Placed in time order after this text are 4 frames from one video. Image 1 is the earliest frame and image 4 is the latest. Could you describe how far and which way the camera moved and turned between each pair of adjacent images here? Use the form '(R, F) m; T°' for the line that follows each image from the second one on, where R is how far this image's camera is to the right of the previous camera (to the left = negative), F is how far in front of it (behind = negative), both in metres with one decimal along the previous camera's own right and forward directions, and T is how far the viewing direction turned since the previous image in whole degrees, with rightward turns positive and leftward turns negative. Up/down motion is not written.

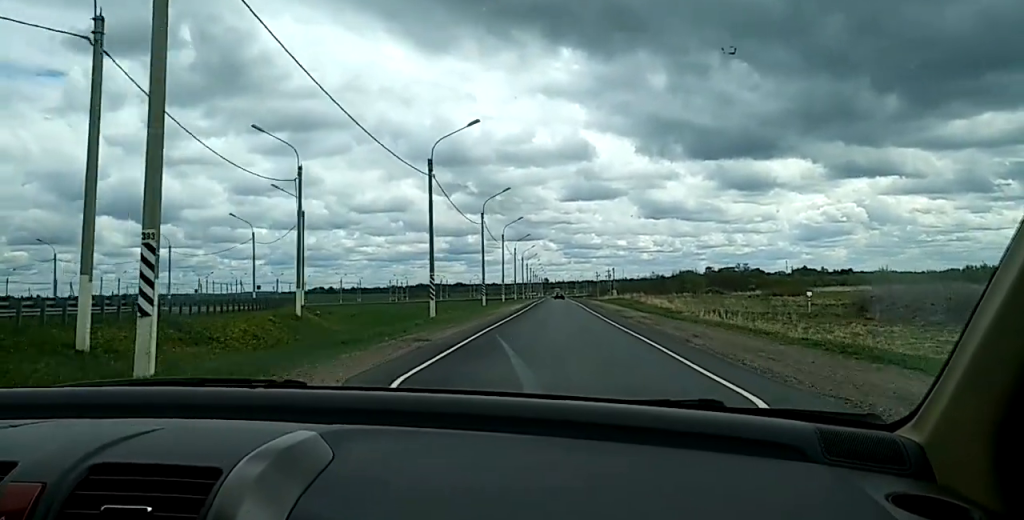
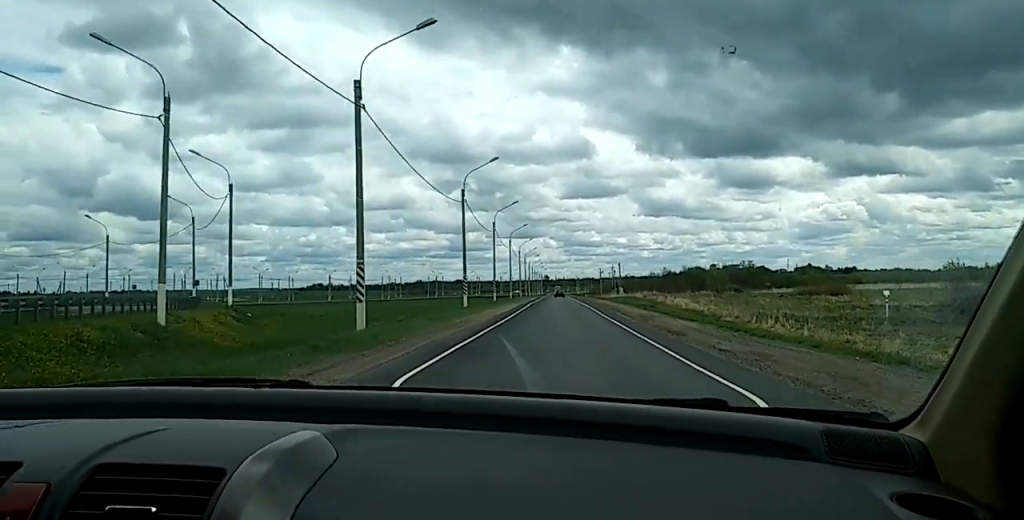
(0.0, +15.7) m; 0°
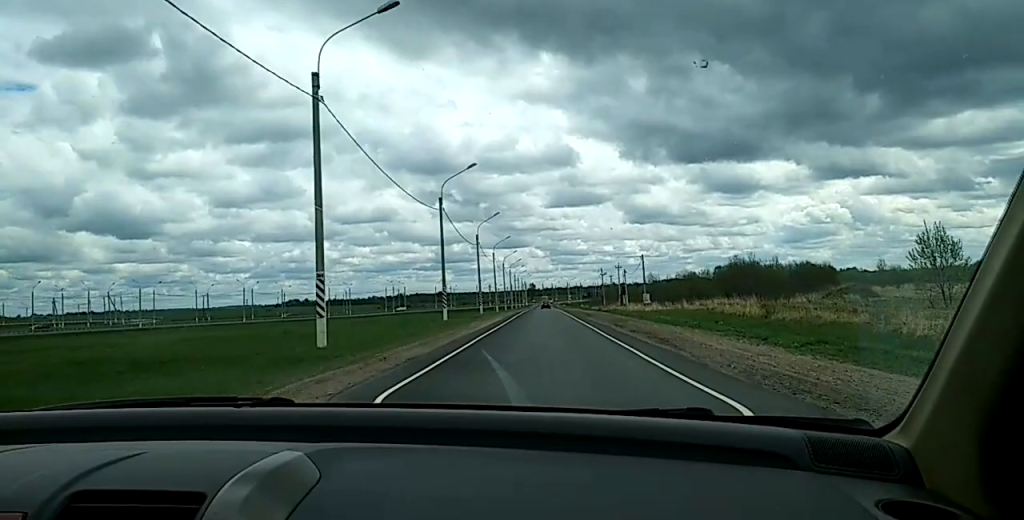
(-1.1, +61.6) m; -1°
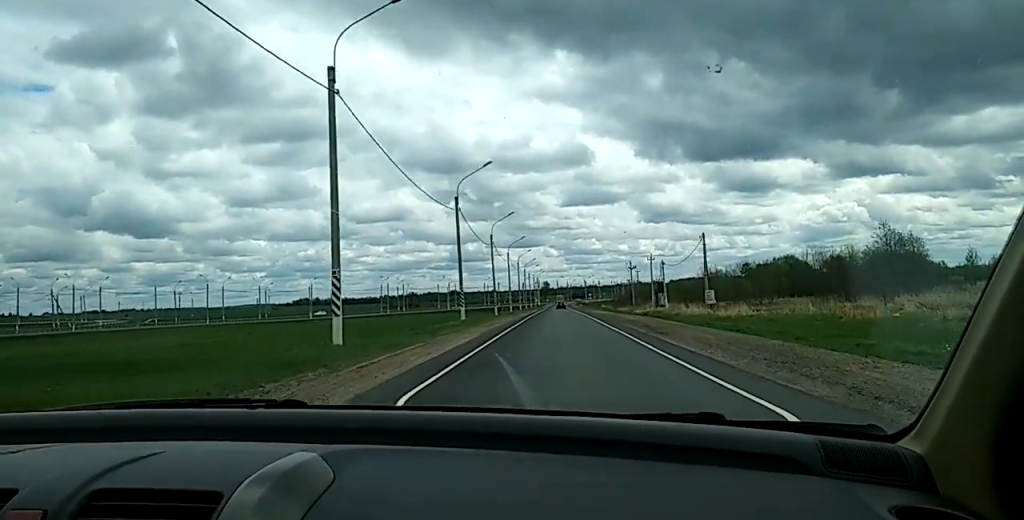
(+0.9, +31.0) m; +1°
